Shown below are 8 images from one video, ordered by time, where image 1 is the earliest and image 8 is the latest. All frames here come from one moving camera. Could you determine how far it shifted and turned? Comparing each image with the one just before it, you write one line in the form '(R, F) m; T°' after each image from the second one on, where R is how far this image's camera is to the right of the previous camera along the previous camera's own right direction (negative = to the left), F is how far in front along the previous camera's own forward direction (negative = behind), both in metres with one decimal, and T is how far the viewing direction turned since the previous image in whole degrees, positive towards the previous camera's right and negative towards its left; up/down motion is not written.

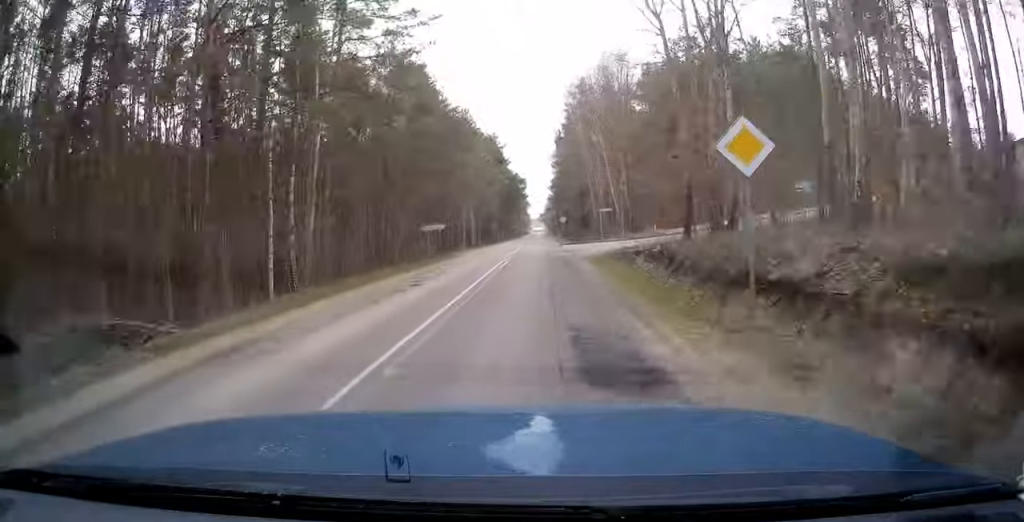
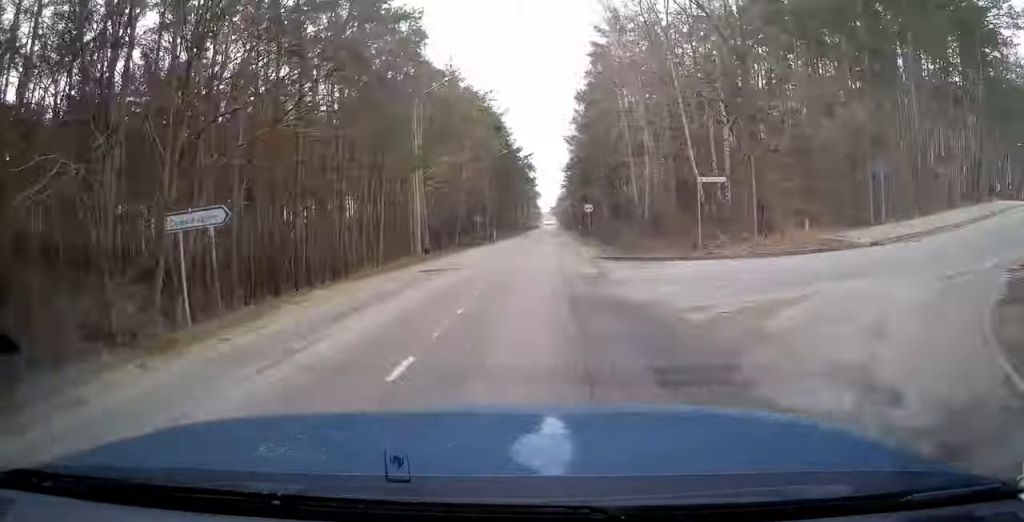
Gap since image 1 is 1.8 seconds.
(-0.6, +28.9) m; -1°
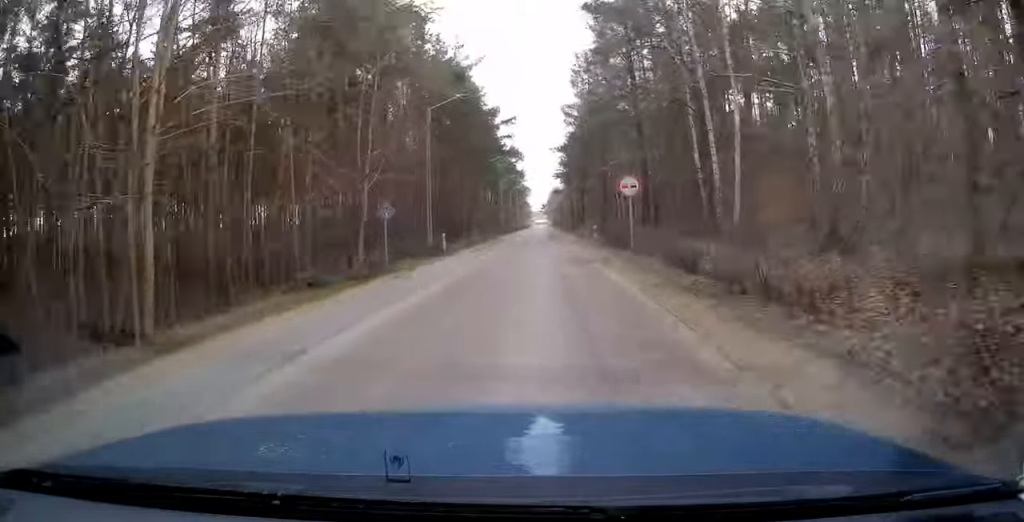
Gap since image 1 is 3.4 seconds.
(-0.1, +26.2) m; 0°
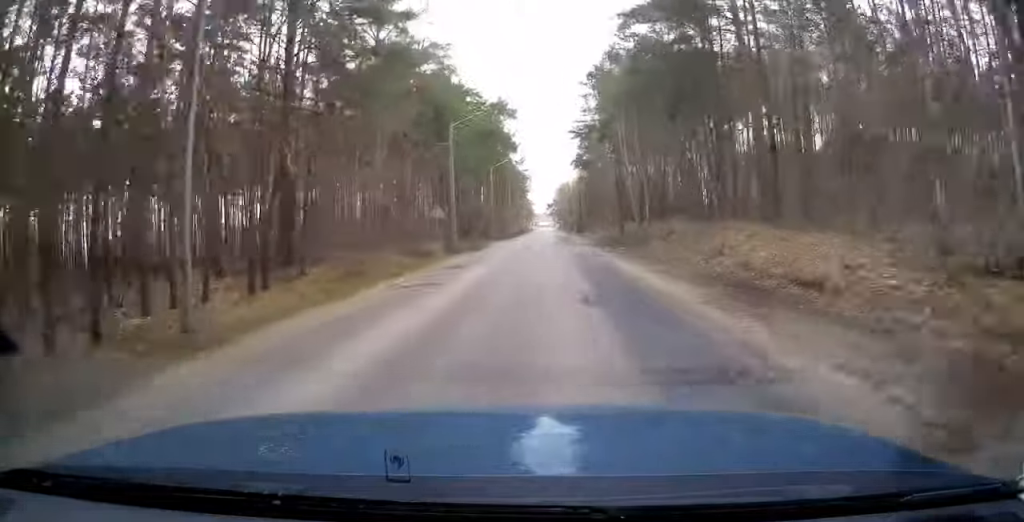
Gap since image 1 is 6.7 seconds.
(-0.1, +53.8) m; 0°
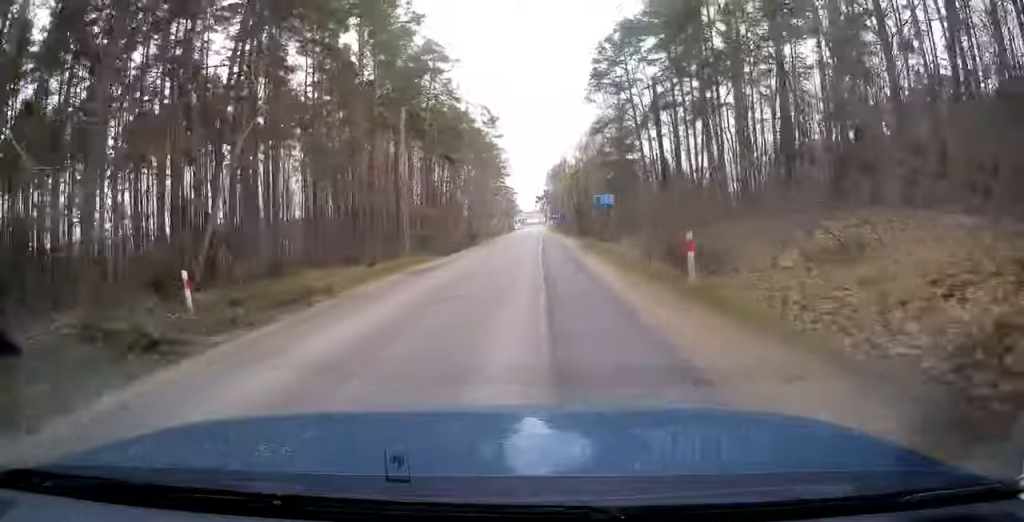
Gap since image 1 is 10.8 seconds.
(+0.2, +68.2) m; 0°
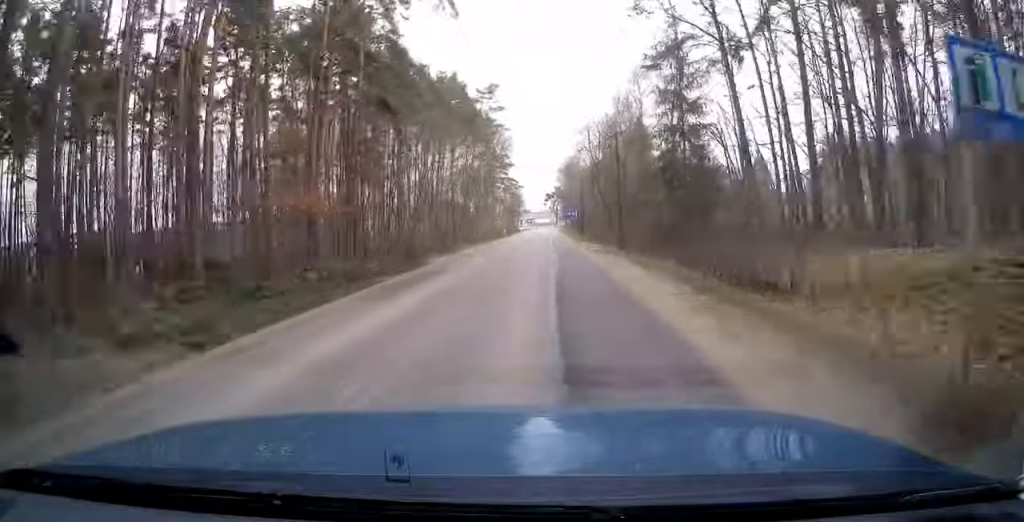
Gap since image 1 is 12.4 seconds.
(0.0, +27.7) m; -1°
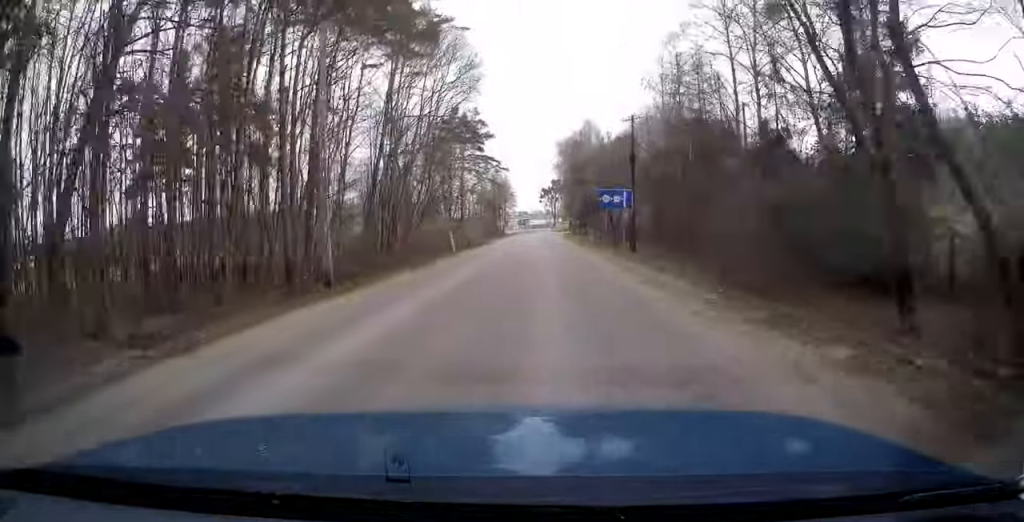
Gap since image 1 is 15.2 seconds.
(-0.6, +46.3) m; 0°
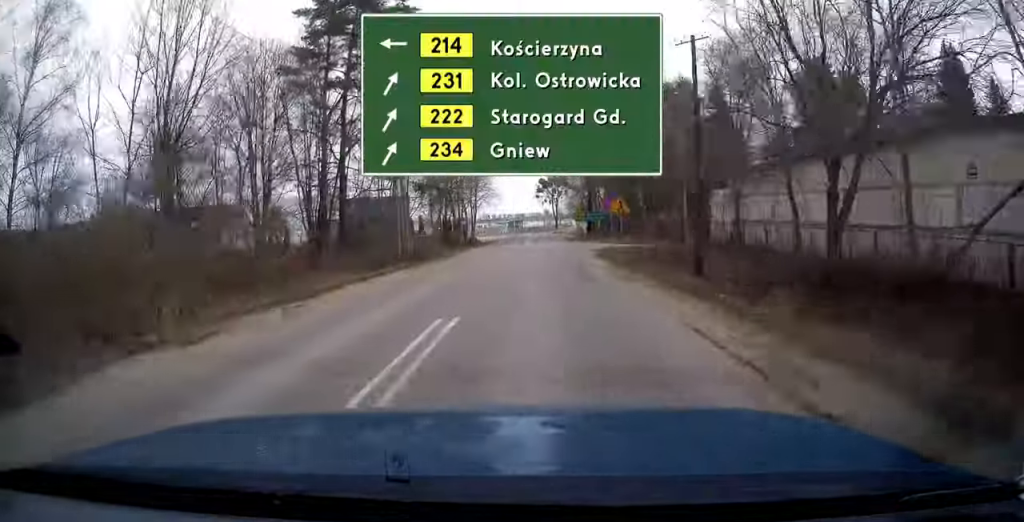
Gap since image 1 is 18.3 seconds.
(+0.5, +49.7) m; +1°
